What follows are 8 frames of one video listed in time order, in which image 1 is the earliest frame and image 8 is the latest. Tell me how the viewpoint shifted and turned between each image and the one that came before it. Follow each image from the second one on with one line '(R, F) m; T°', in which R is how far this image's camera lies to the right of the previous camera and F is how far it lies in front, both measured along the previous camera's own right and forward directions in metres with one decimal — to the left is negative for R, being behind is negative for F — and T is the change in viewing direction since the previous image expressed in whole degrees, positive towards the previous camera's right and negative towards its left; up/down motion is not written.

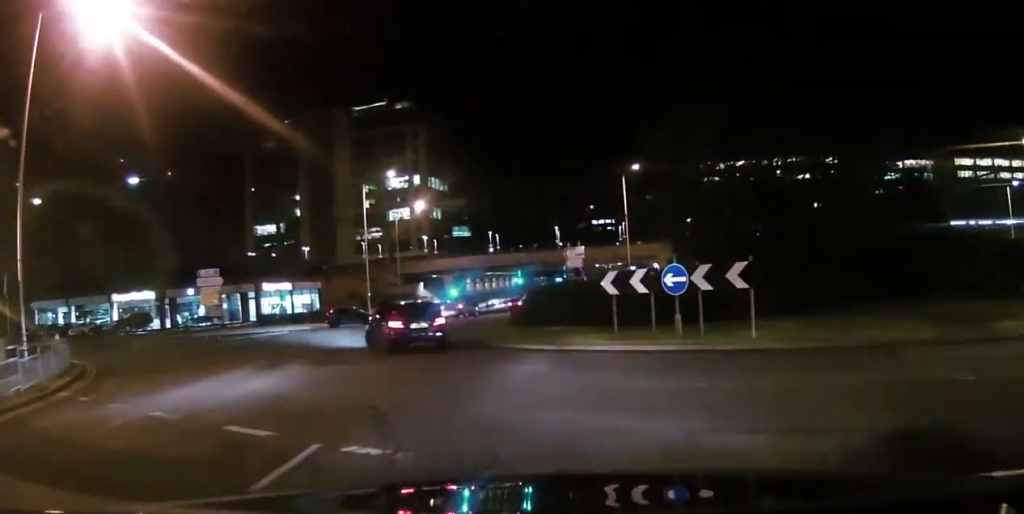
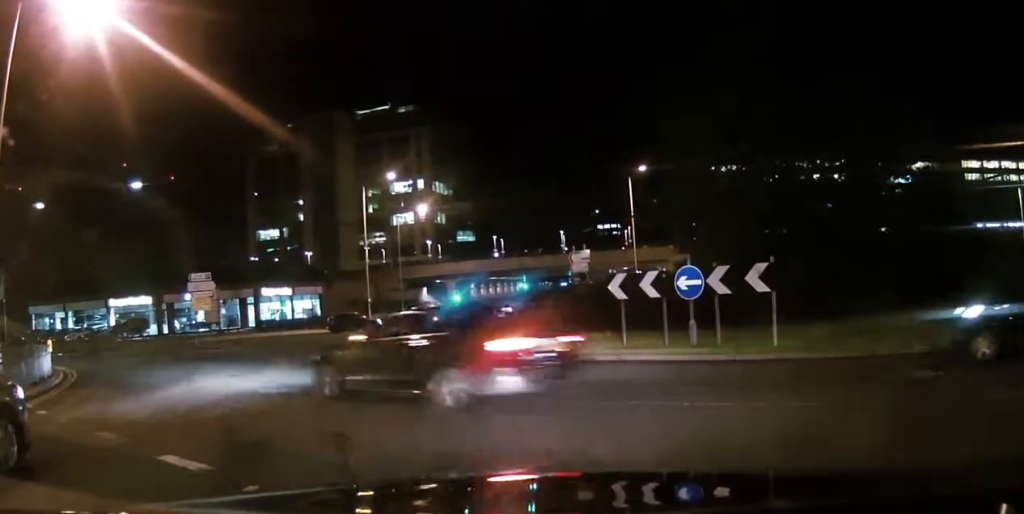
(0.0, +3.2) m; 0°
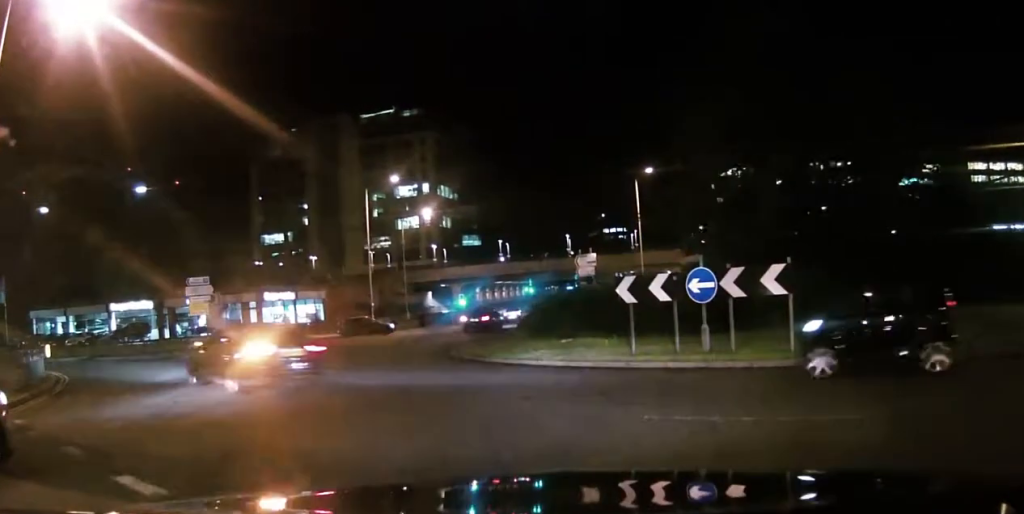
(0.0, +0.6) m; 0°
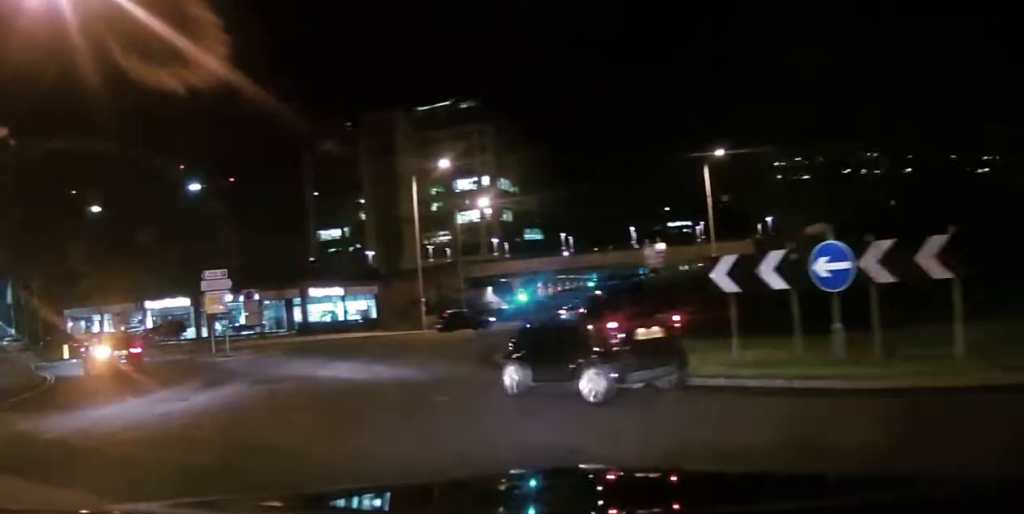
(0.0, +1.3) m; 0°
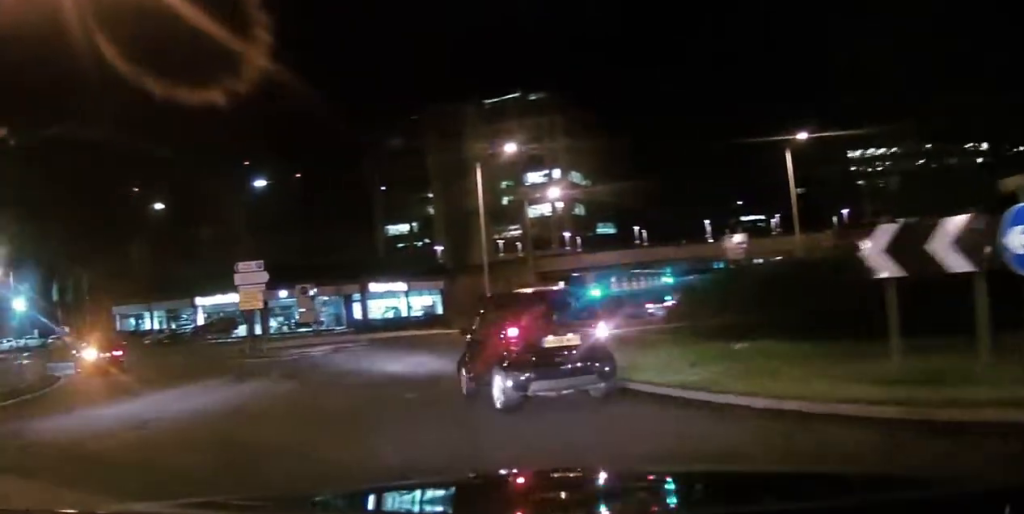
(0.0, +1.3) m; 0°
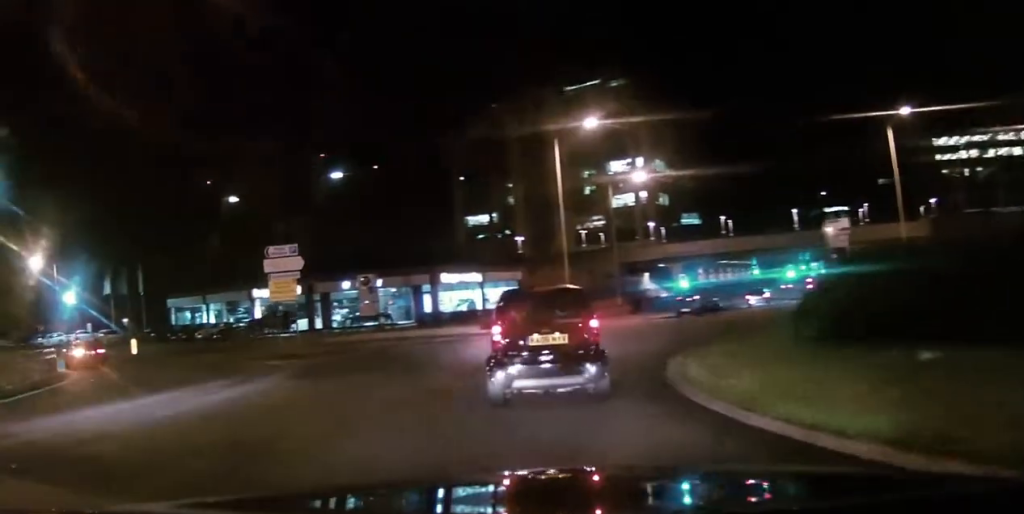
(0.0, +3.5) m; -1°
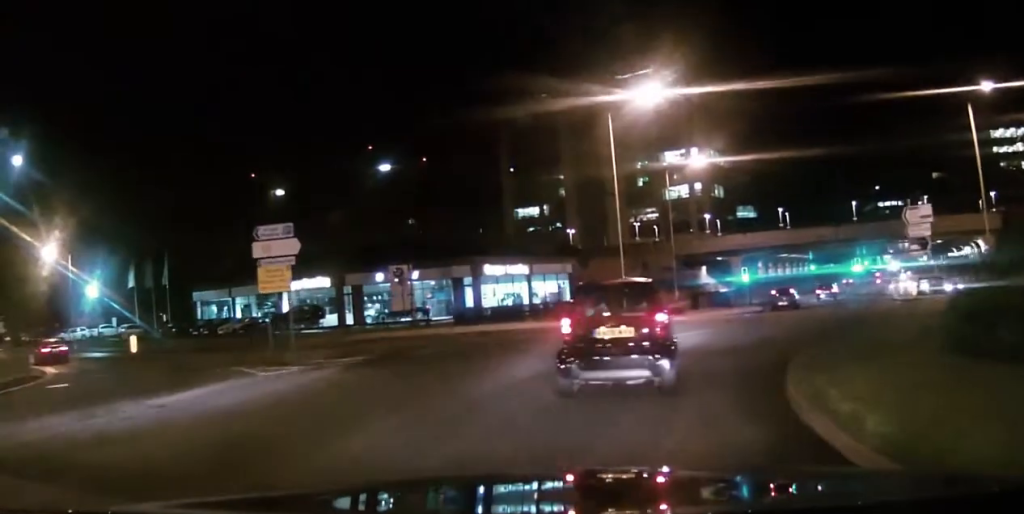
(-0.1, +5.4) m; -2°
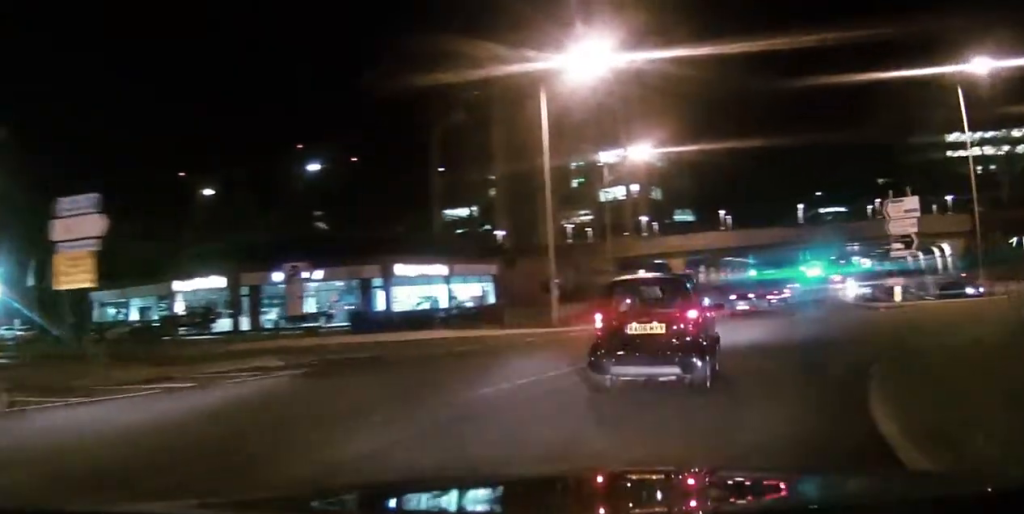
(-0.1, +7.3) m; -6°
